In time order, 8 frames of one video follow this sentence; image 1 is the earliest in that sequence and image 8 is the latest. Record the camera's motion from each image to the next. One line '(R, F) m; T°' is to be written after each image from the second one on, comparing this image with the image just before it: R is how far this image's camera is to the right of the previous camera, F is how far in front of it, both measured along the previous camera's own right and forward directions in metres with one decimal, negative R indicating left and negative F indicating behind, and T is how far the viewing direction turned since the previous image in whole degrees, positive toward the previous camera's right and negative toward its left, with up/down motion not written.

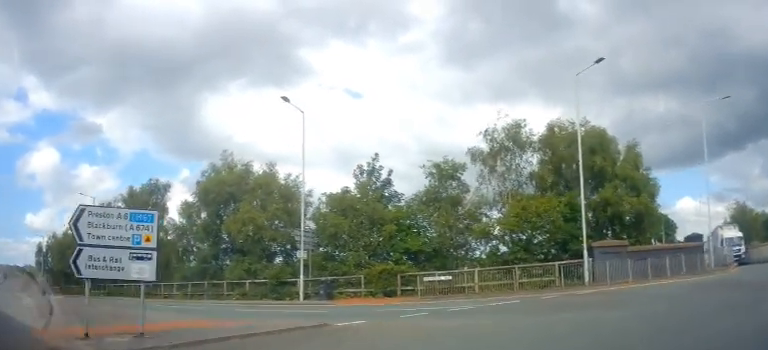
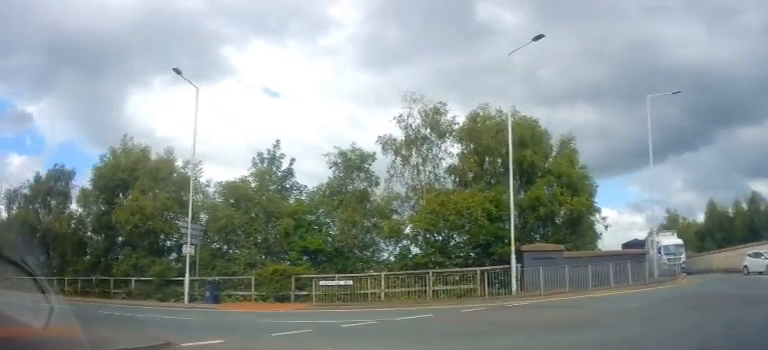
(-0.1, +3.2) m; +11°
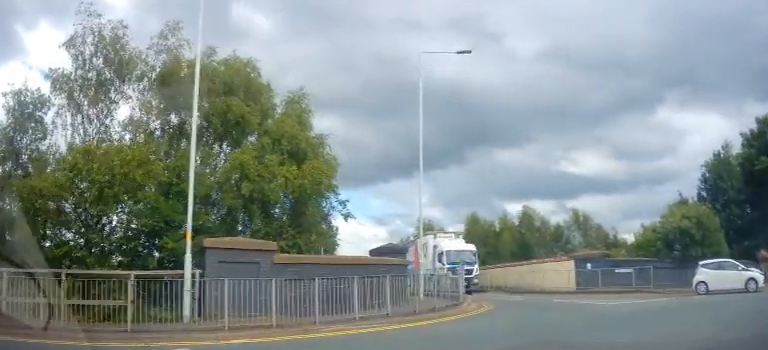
(+2.7, +7.5) m; +31°
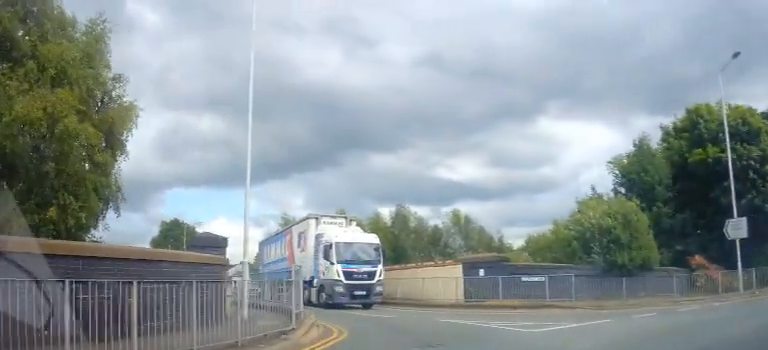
(+0.7, +5.9) m; +10°
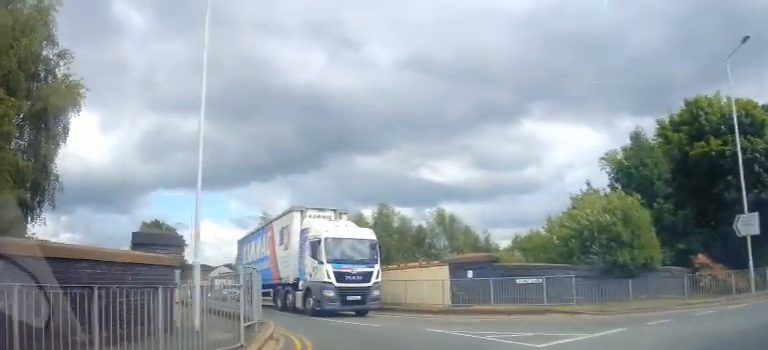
(-0.1, +2.0) m; +3°
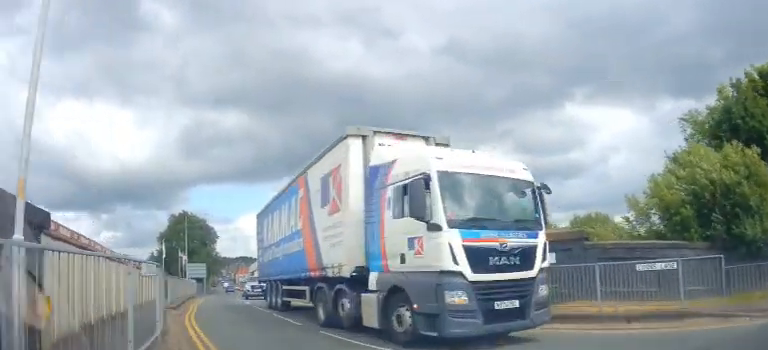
(+0.6, +6.3) m; +2°
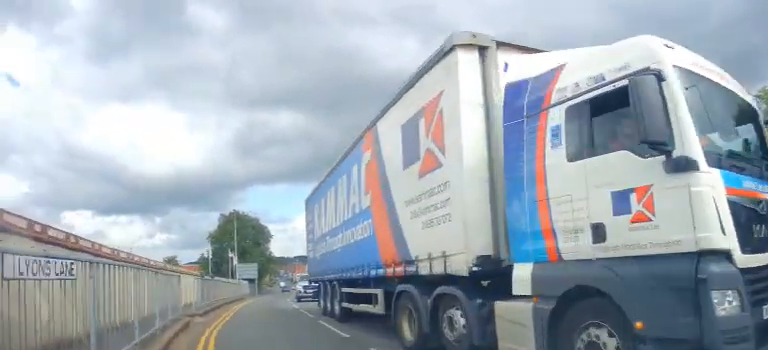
(-0.3, +2.8) m; -8°
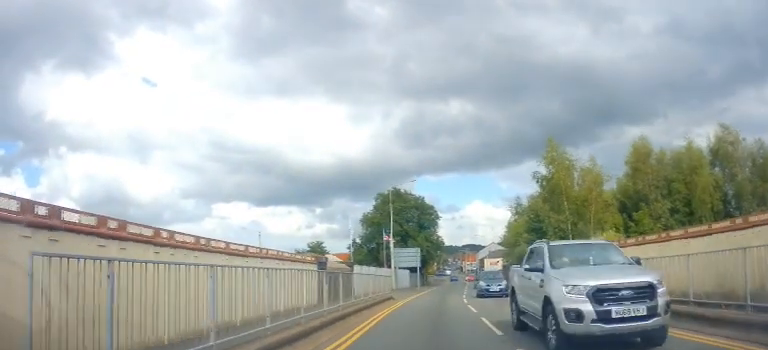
(-2.7, +11.9) m; -22°
